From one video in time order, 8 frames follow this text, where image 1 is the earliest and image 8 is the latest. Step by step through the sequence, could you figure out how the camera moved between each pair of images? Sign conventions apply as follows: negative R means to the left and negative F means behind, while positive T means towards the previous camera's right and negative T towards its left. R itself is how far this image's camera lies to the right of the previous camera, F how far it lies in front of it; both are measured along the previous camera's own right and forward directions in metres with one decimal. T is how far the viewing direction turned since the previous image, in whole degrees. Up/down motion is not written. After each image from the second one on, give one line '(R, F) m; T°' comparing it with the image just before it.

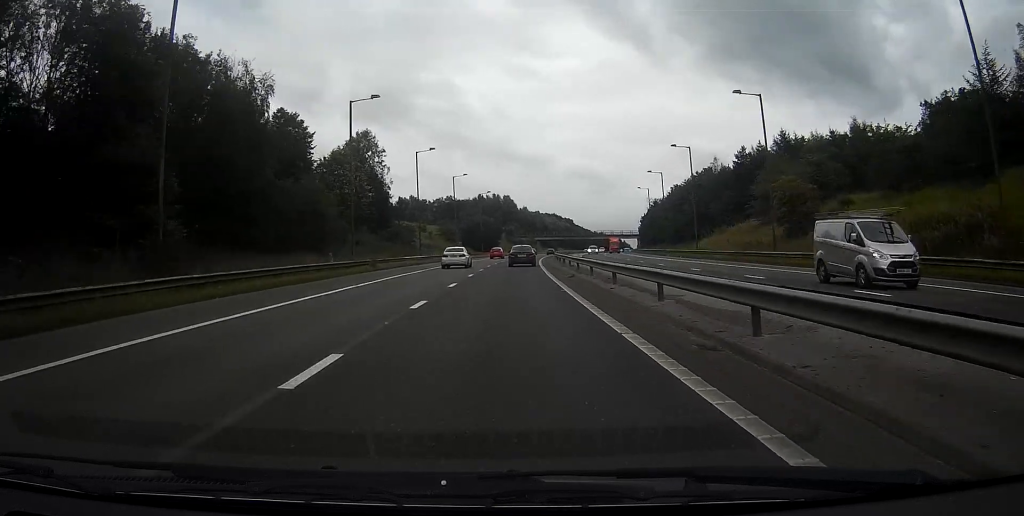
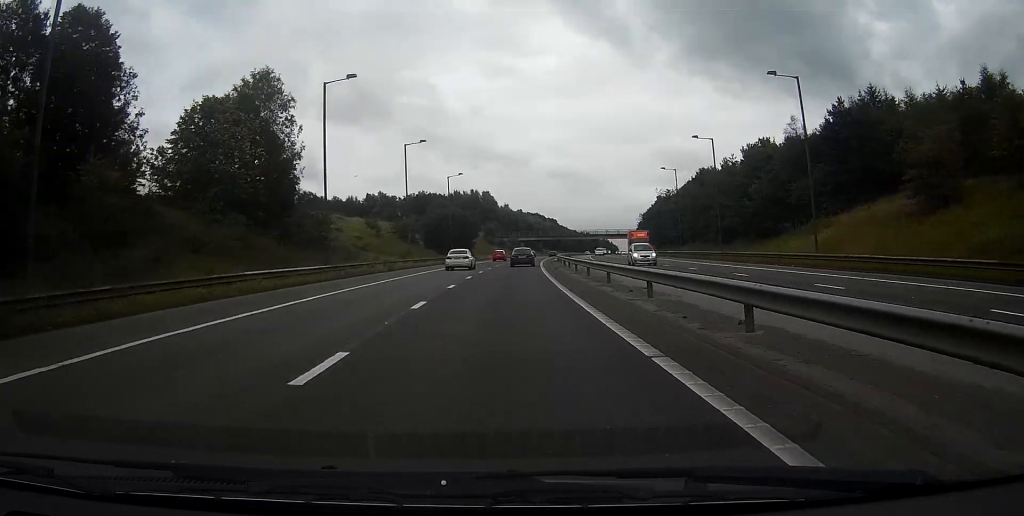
(0.0, +36.3) m; 0°
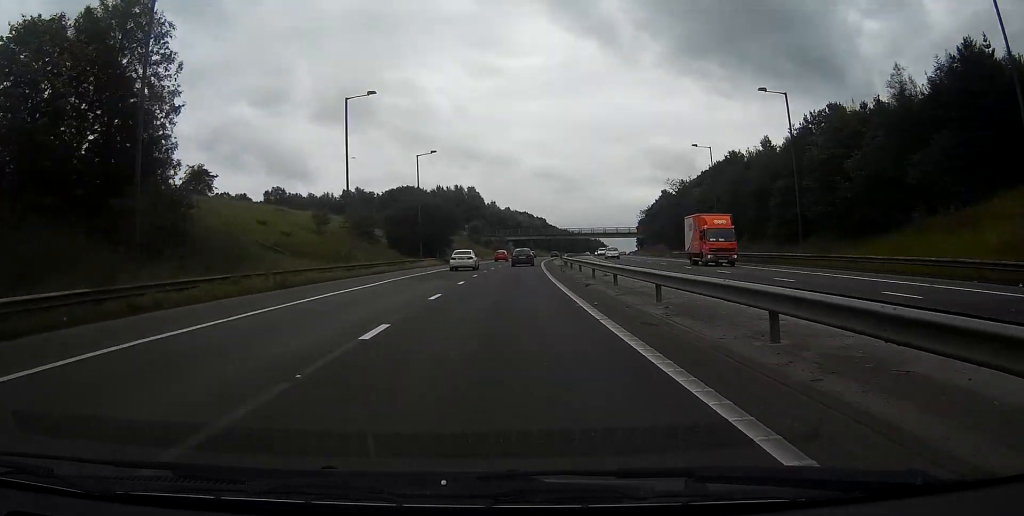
(0.0, +23.7) m; 0°
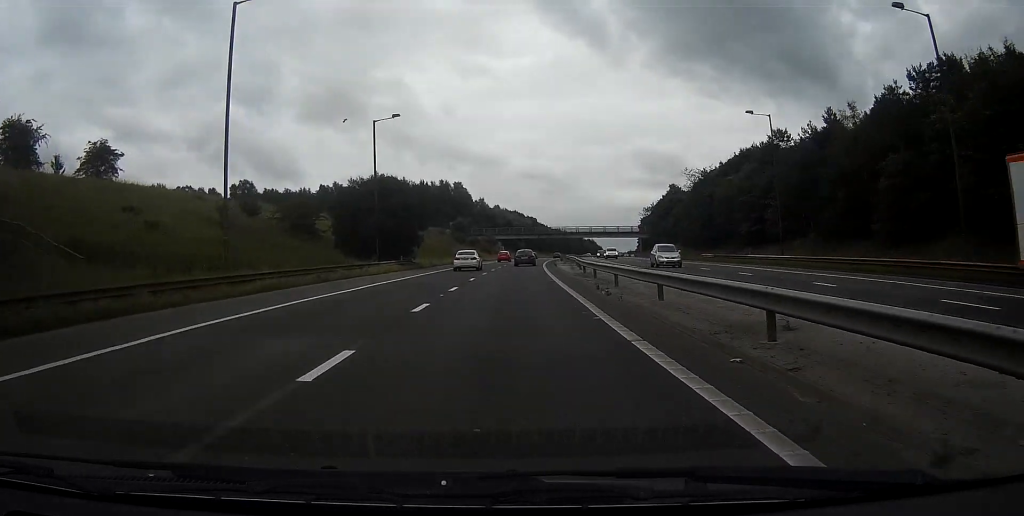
(0.0, +21.7) m; 0°
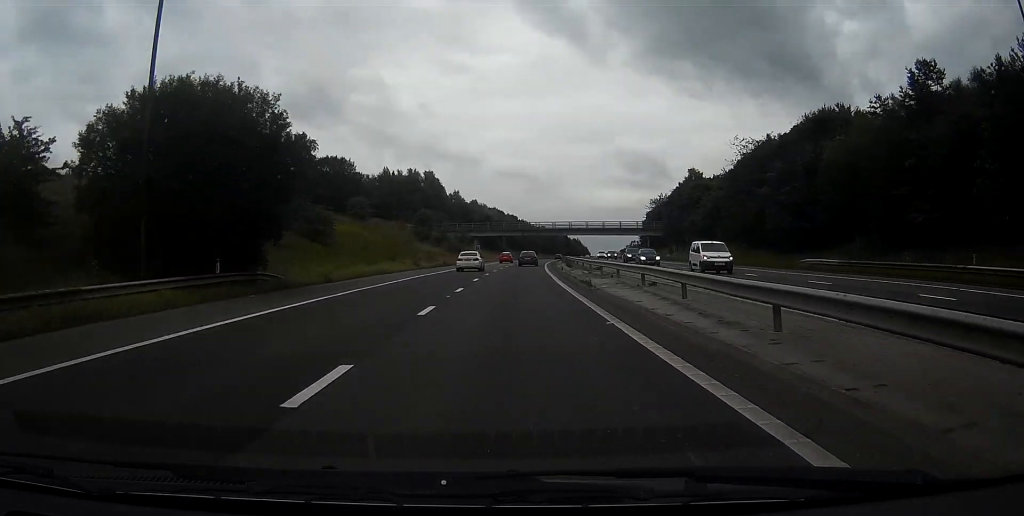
(0.0, +36.3) m; 0°
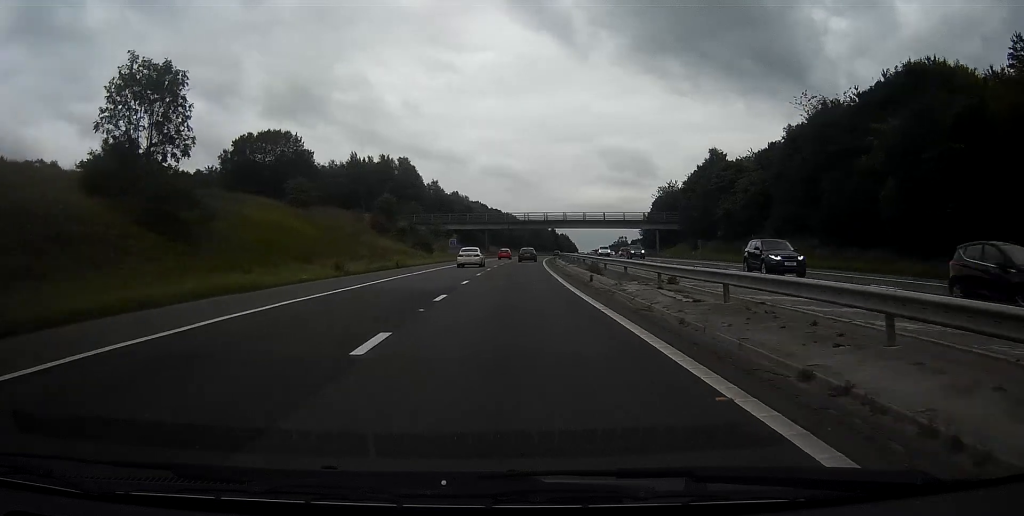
(0.0, +25.0) m; 0°
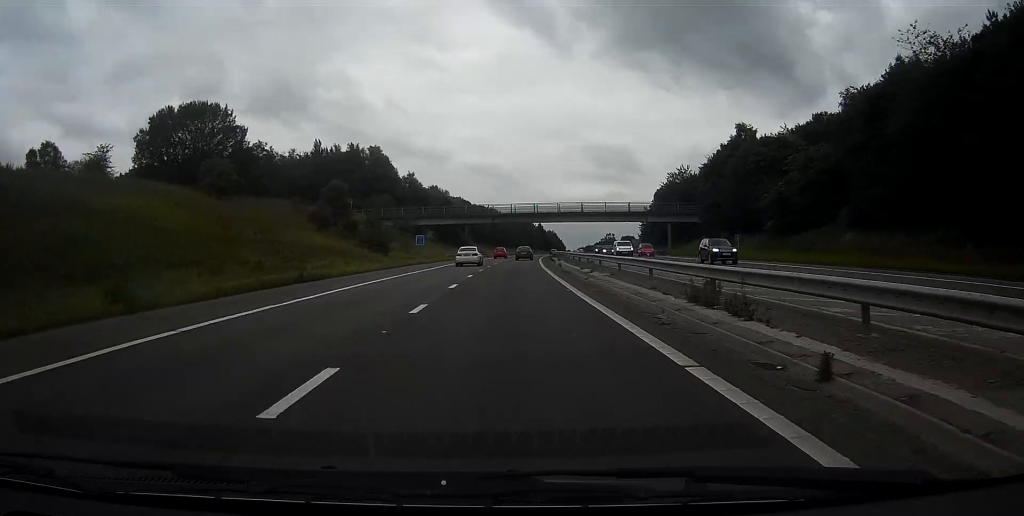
(0.0, +22.0) m; 0°
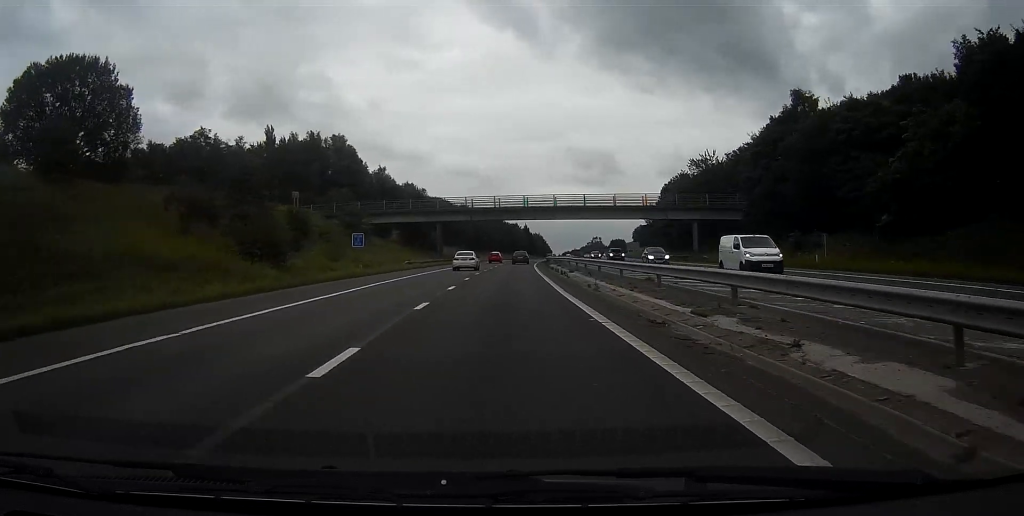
(0.0, +25.1) m; 0°
